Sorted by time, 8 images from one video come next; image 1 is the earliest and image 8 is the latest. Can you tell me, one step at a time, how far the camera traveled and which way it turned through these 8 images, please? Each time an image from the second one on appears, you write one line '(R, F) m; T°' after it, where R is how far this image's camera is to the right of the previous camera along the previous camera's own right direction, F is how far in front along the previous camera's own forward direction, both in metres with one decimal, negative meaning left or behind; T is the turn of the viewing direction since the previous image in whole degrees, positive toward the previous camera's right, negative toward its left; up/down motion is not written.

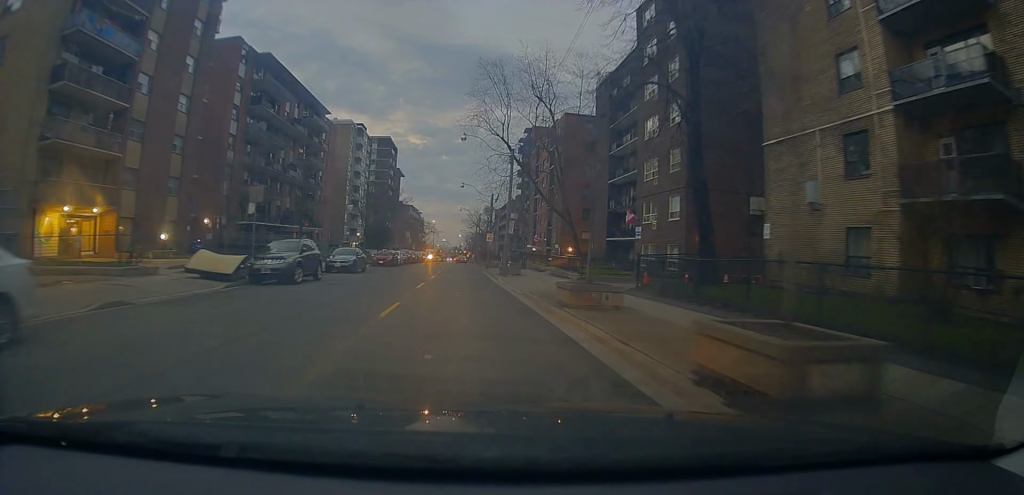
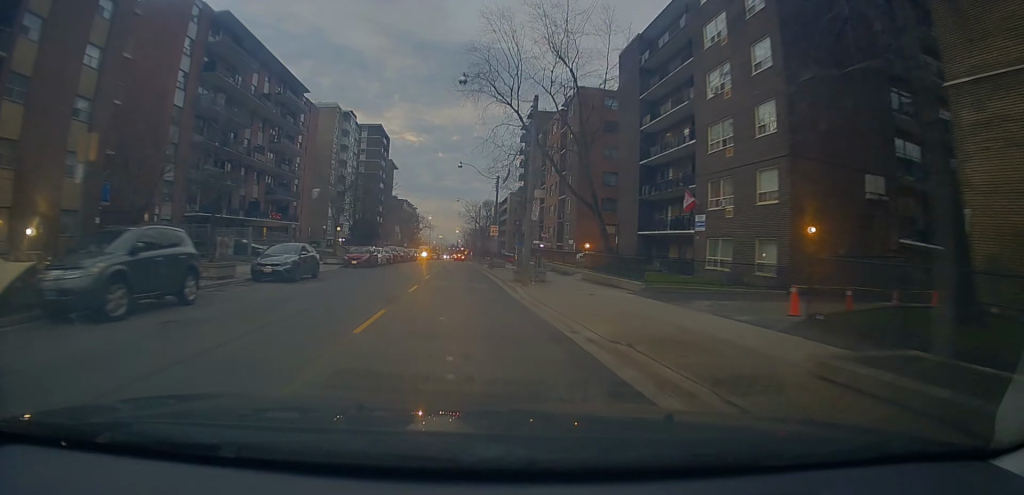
(+0.1, +11.6) m; 0°
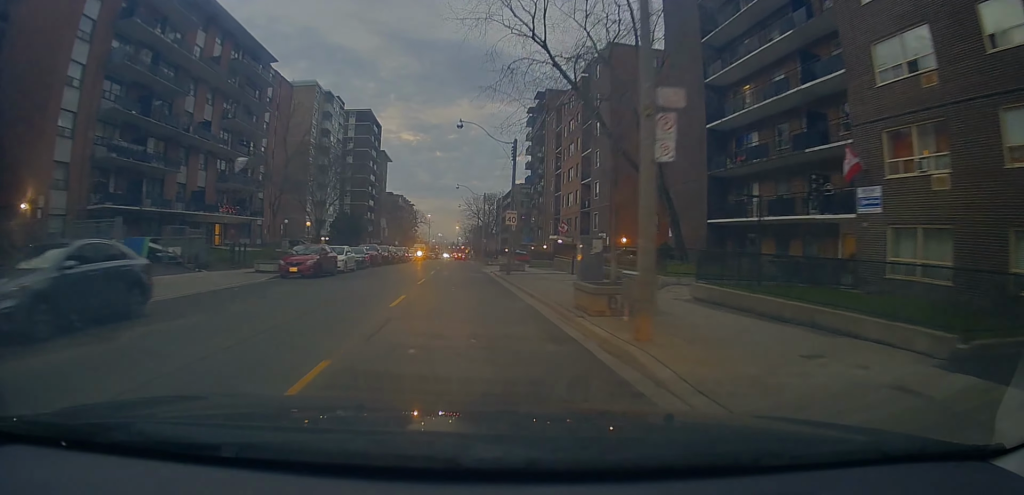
(0.0, +14.2) m; 0°
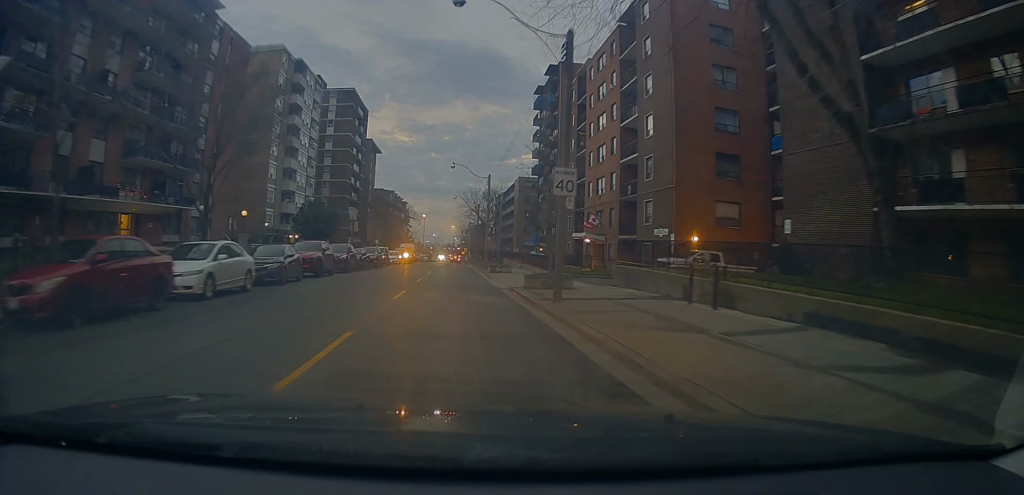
(+0.2, +16.0) m; +1°
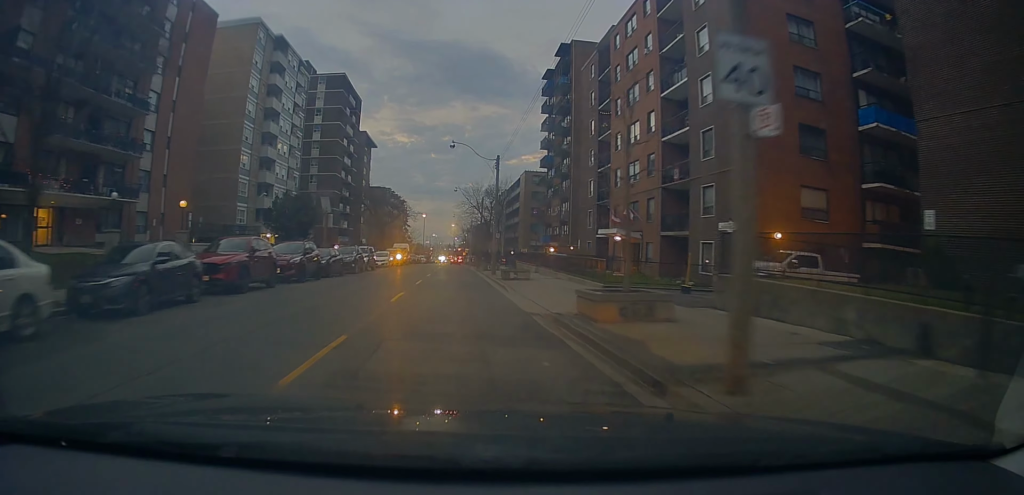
(+0.1, +9.4) m; -2°
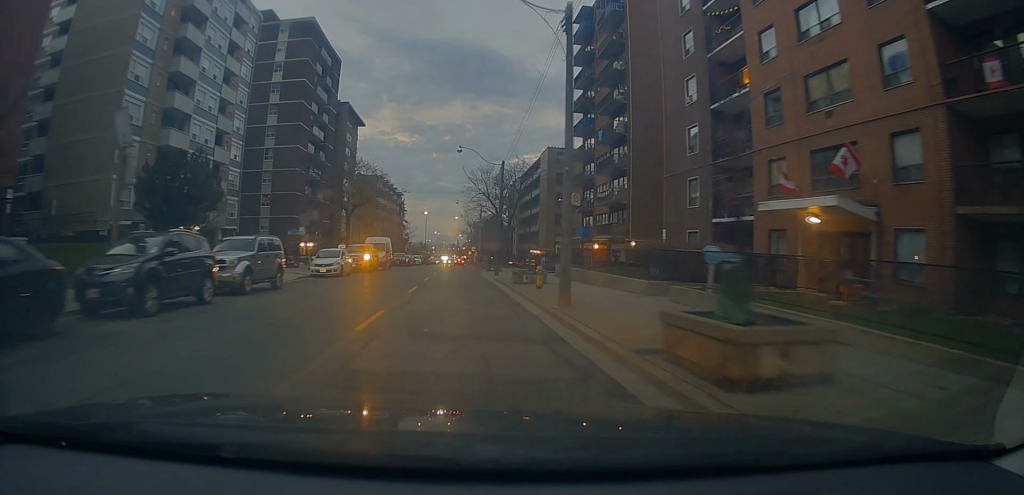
(-1.5, +23.2) m; -1°
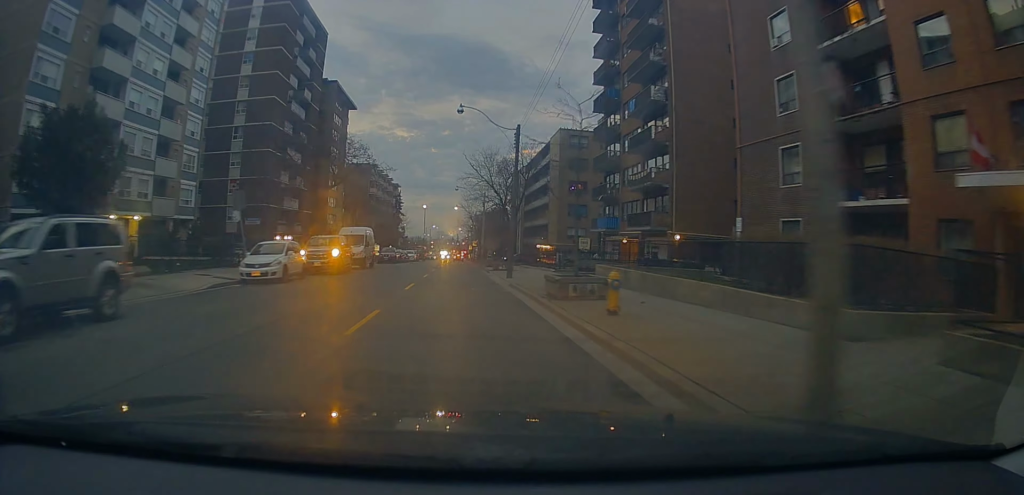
(+0.9, +9.9) m; +1°
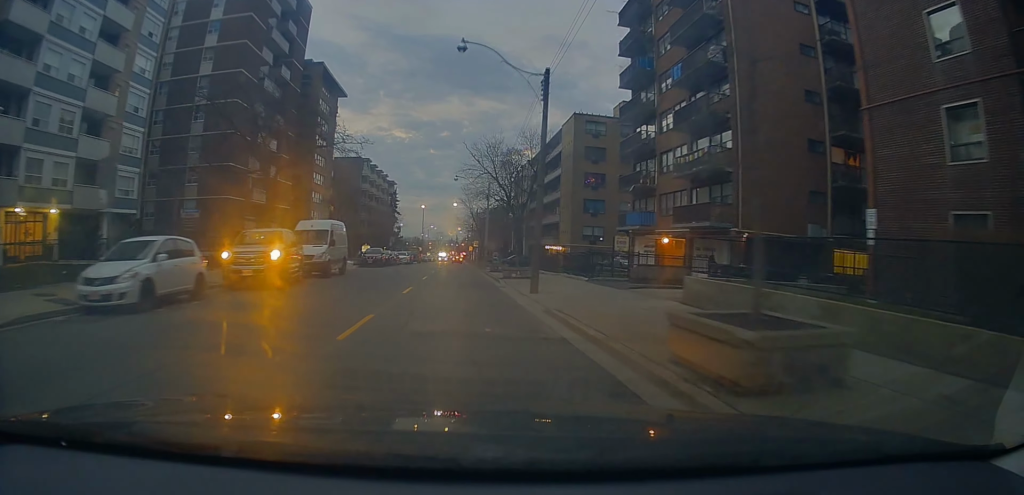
(-0.5, +9.5) m; -1°
